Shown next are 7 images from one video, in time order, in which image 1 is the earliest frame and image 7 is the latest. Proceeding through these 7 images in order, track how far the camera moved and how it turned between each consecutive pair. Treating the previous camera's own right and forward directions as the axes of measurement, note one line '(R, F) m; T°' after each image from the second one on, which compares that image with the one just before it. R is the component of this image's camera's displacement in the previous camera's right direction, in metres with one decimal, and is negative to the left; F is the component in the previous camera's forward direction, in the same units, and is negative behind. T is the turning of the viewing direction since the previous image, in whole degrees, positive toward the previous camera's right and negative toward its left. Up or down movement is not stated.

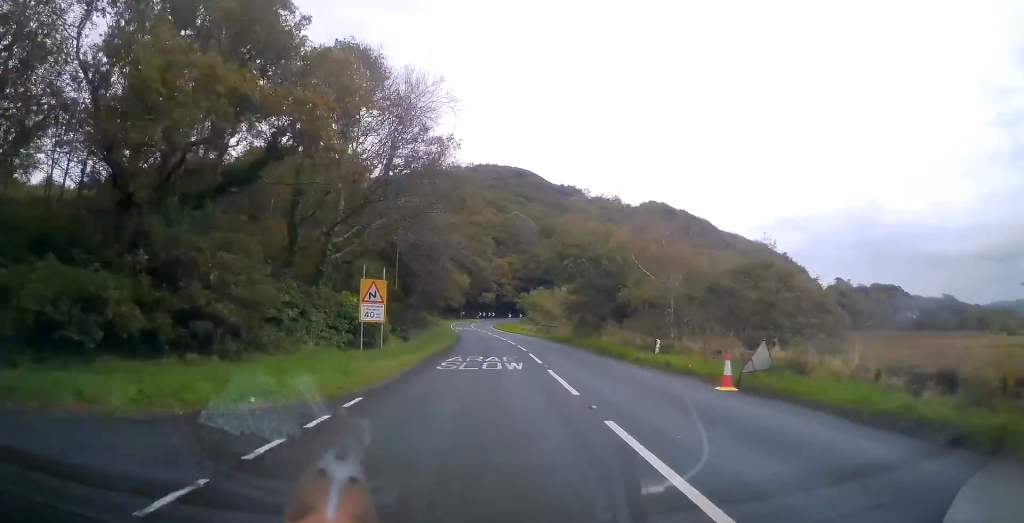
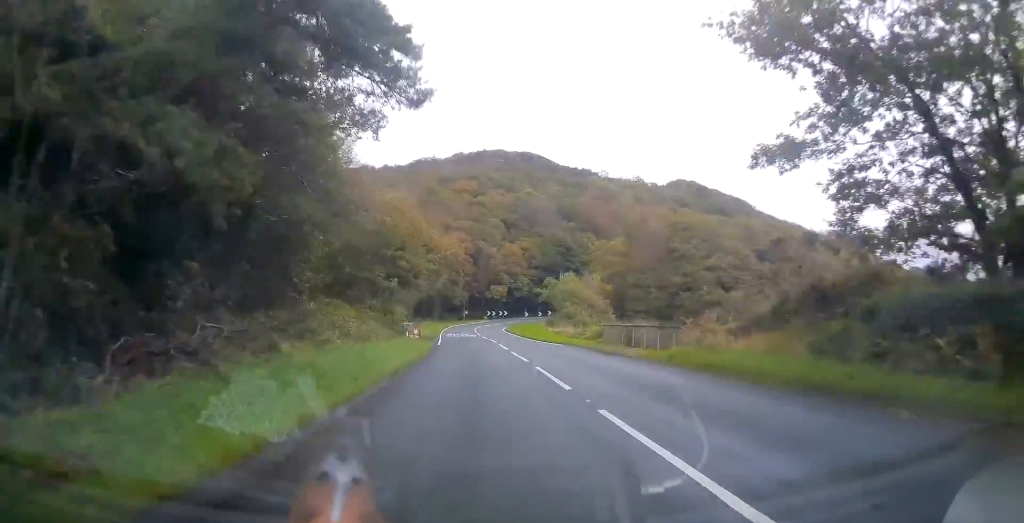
(-0.6, +35.4) m; -2°
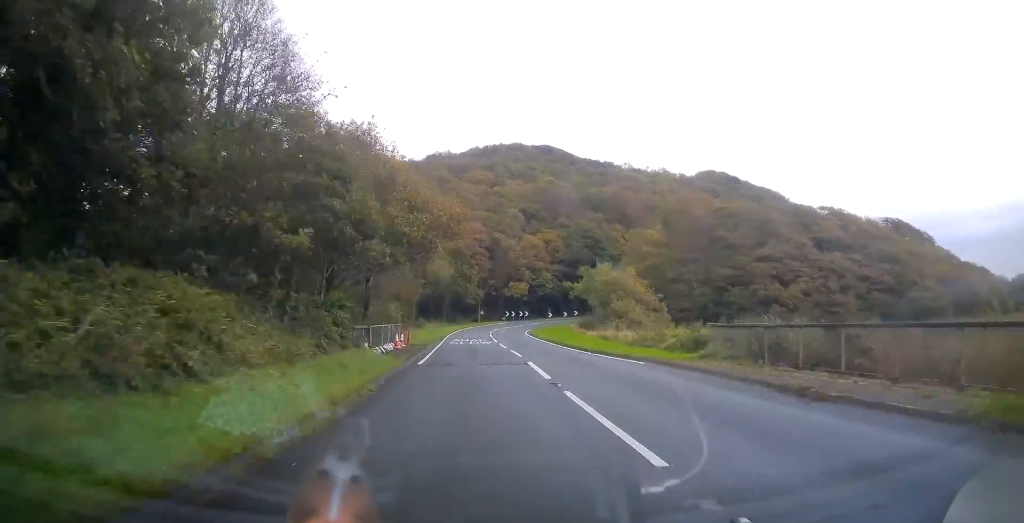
(+0.1, +15.3) m; -1°
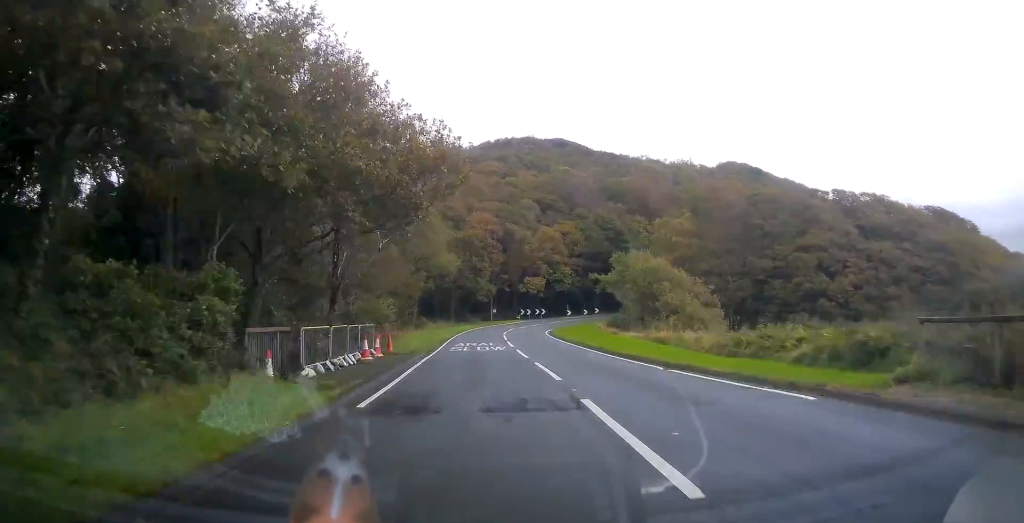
(-0.2, +9.7) m; -1°
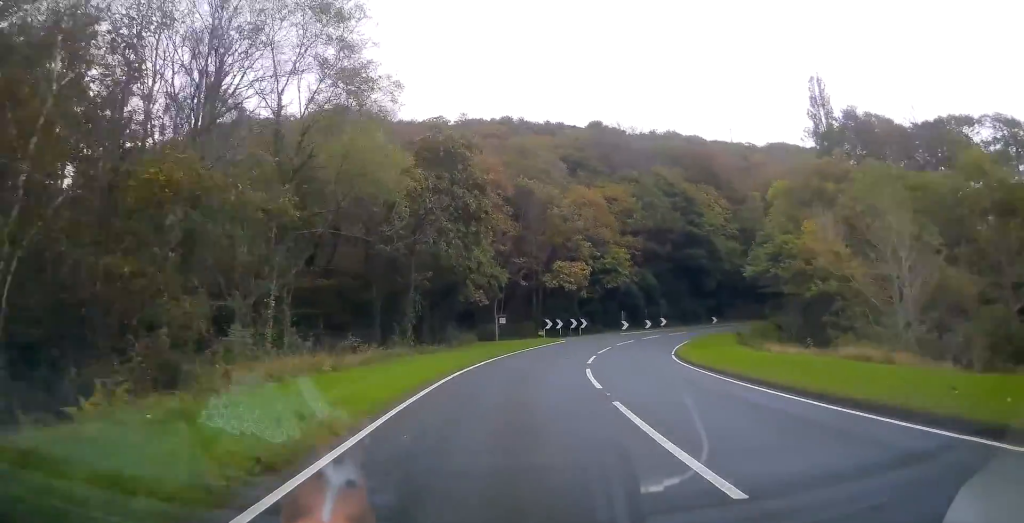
(-0.6, +44.1) m; +2°
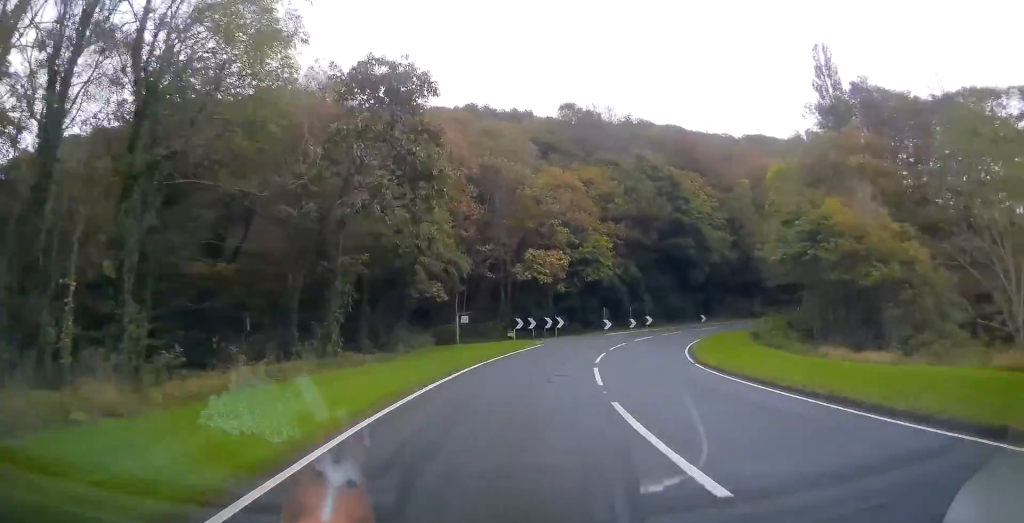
(+0.1, +8.8) m; +4°
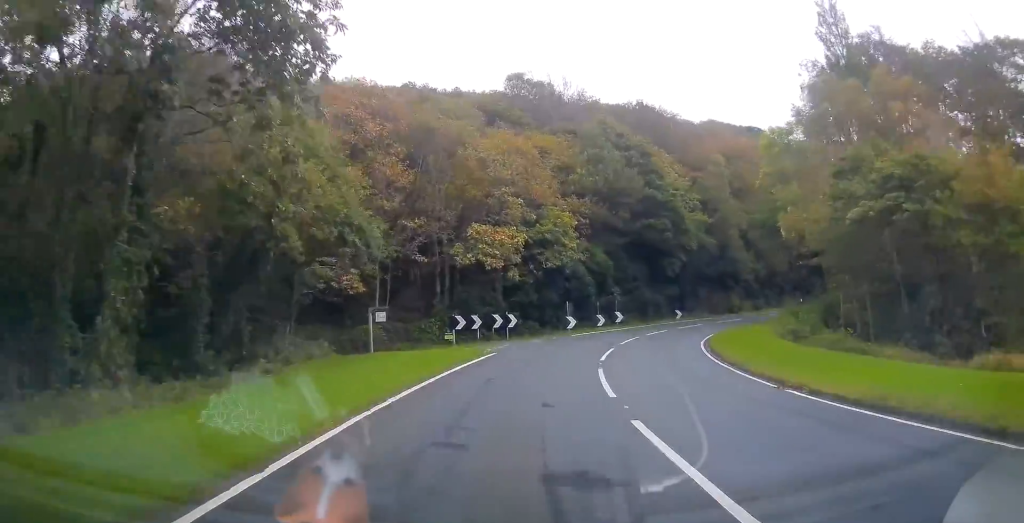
(+0.4, +11.3) m; +6°
